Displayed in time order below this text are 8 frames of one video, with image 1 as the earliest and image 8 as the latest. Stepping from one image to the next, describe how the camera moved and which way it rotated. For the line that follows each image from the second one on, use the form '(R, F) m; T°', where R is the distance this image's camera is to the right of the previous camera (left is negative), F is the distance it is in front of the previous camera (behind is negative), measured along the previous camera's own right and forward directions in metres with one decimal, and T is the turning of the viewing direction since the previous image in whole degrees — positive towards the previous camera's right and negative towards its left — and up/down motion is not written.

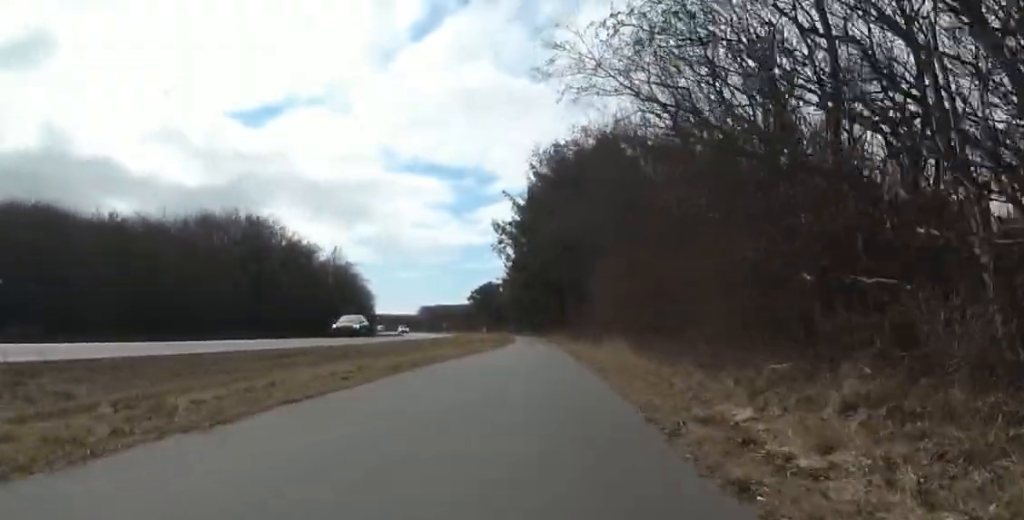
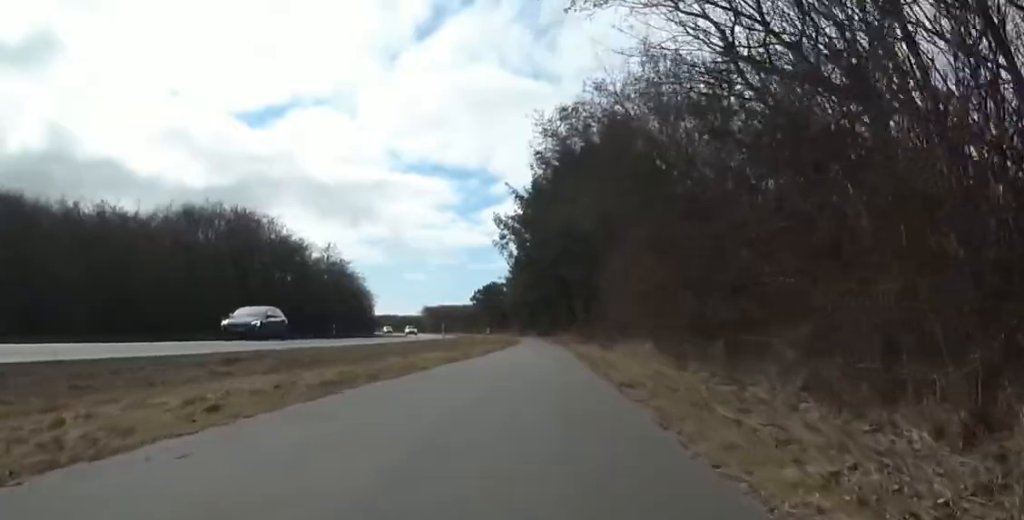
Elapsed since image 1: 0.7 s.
(+0.4, +3.6) m; 0°
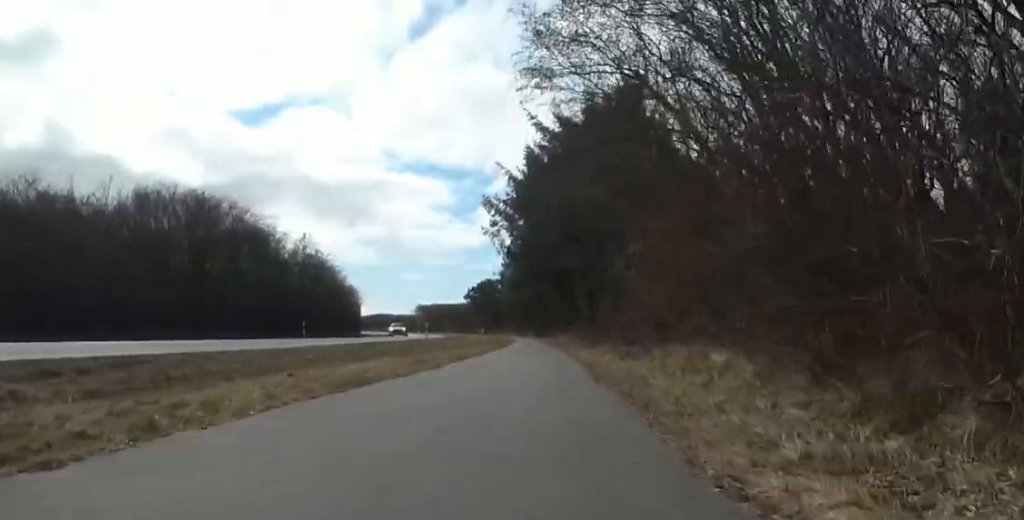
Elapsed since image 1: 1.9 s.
(-0.5, +6.3) m; +5°
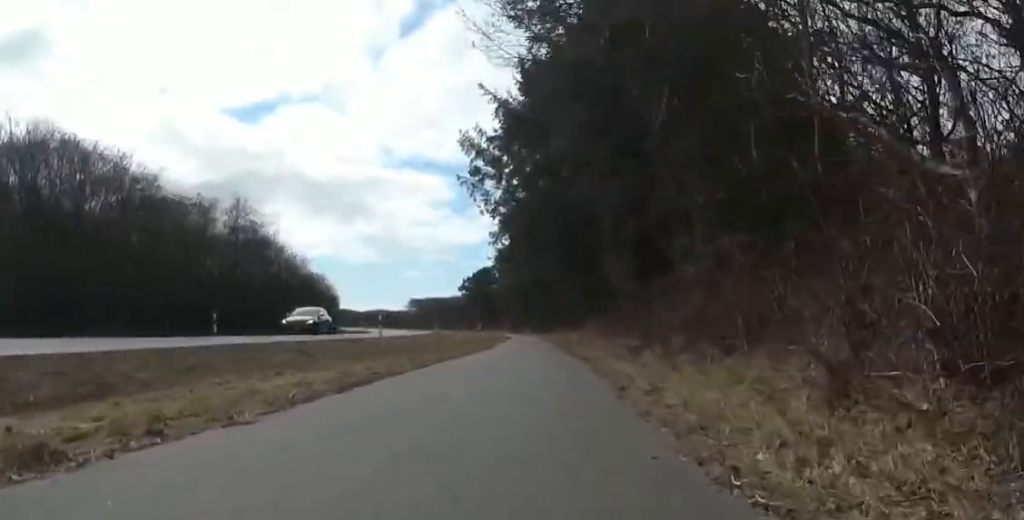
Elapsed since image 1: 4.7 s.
(+1.4, +14.1) m; +1°
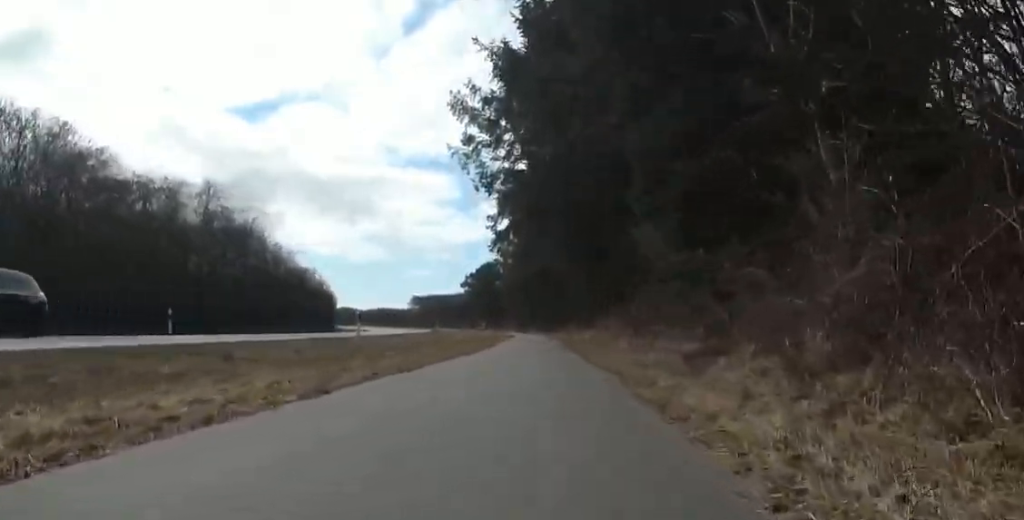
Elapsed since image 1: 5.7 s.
(0.0, +5.3) m; 0°
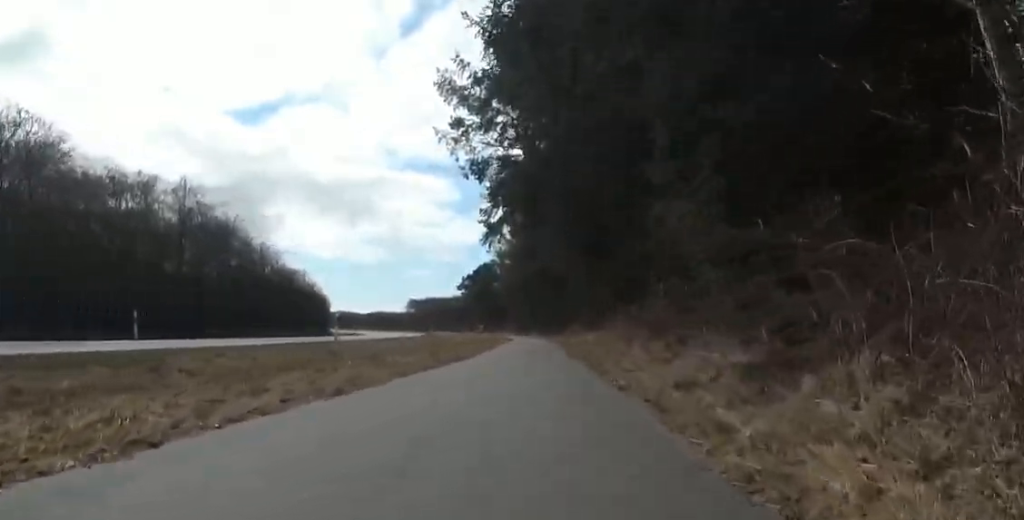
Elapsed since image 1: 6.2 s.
(0.0, +2.8) m; 0°
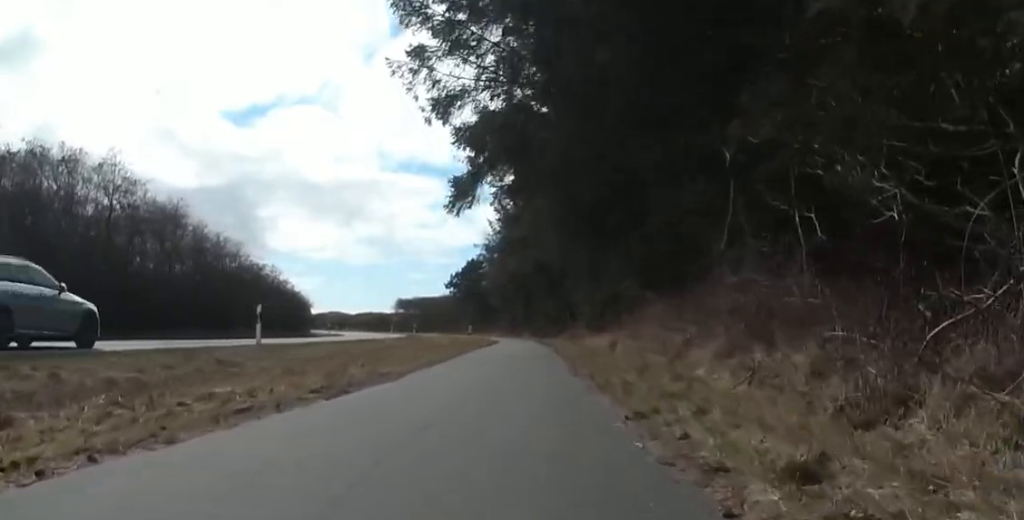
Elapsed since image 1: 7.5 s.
(0.0, +6.8) m; +2°
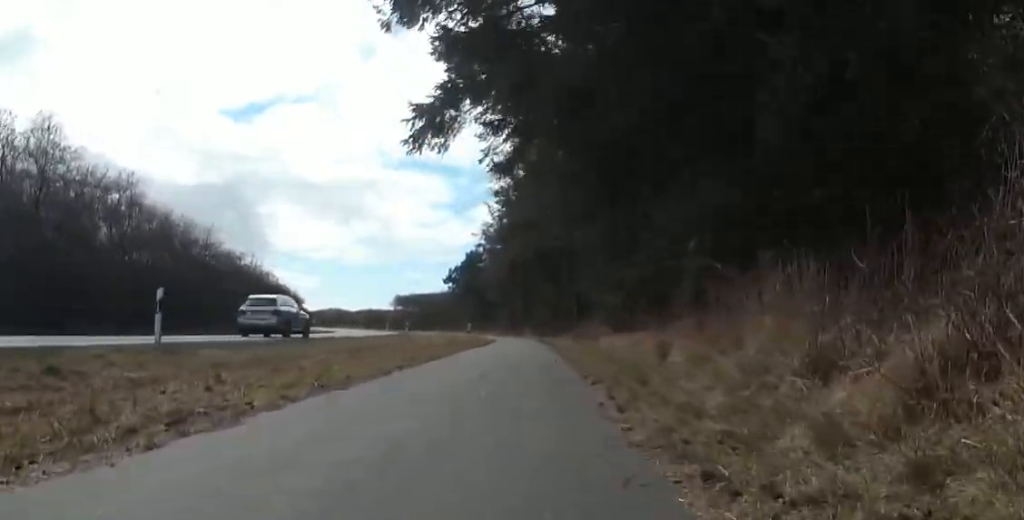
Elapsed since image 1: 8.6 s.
(0.0, +5.7) m; +5°
